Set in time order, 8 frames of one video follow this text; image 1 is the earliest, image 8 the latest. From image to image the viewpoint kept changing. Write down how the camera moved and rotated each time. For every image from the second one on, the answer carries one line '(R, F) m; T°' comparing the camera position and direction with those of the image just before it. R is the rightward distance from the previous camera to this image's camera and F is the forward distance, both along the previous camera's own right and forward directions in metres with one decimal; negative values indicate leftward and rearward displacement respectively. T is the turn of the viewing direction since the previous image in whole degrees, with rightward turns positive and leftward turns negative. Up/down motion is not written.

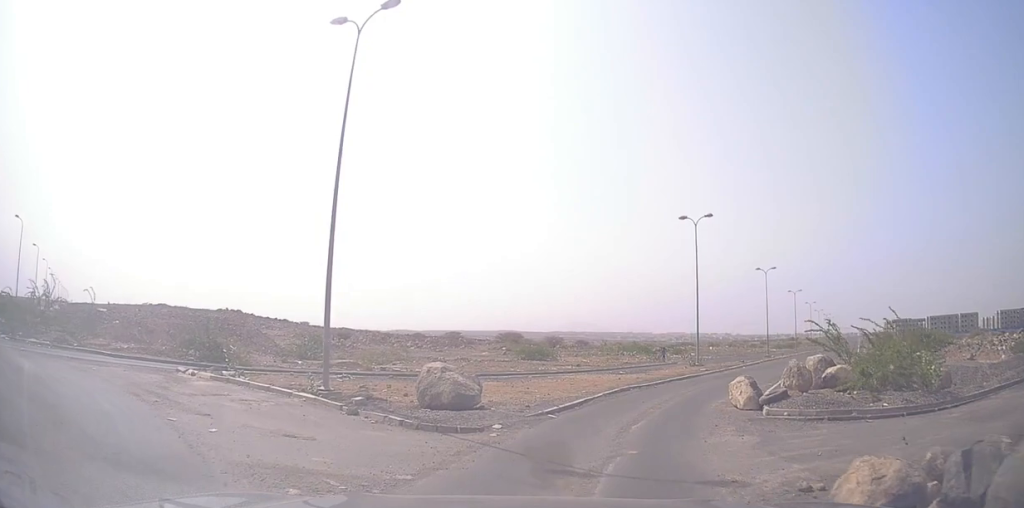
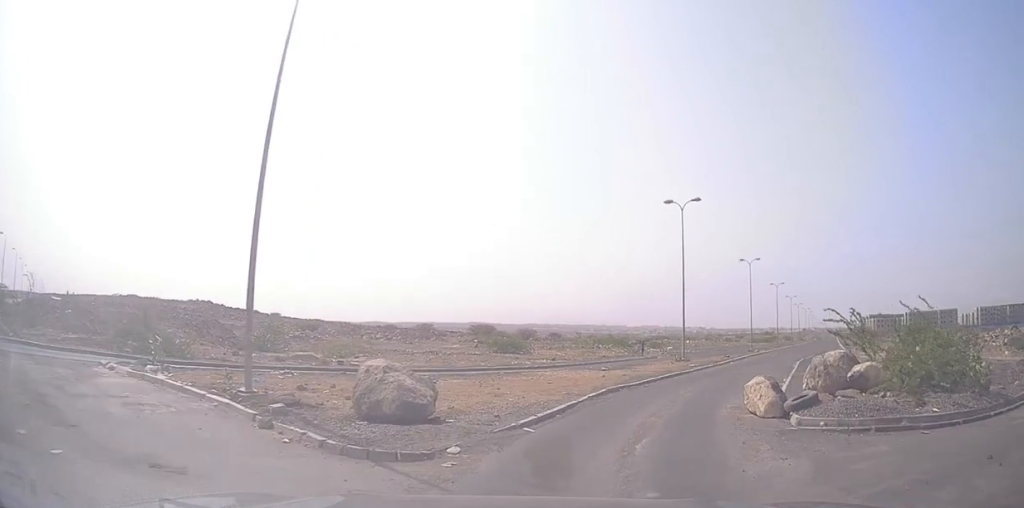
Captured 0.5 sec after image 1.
(-0.3, +2.9) m; -3°
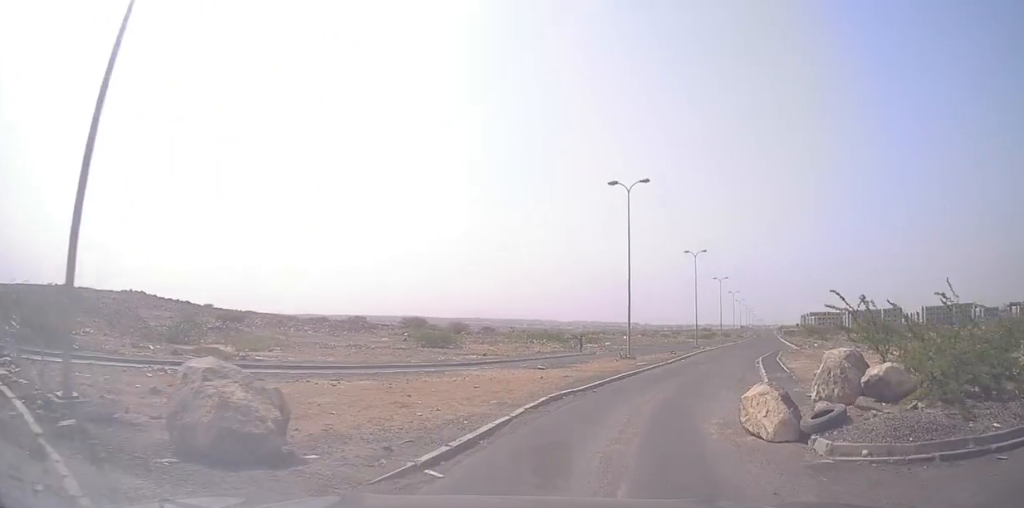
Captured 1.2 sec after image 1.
(+0.2, +3.4) m; +4°
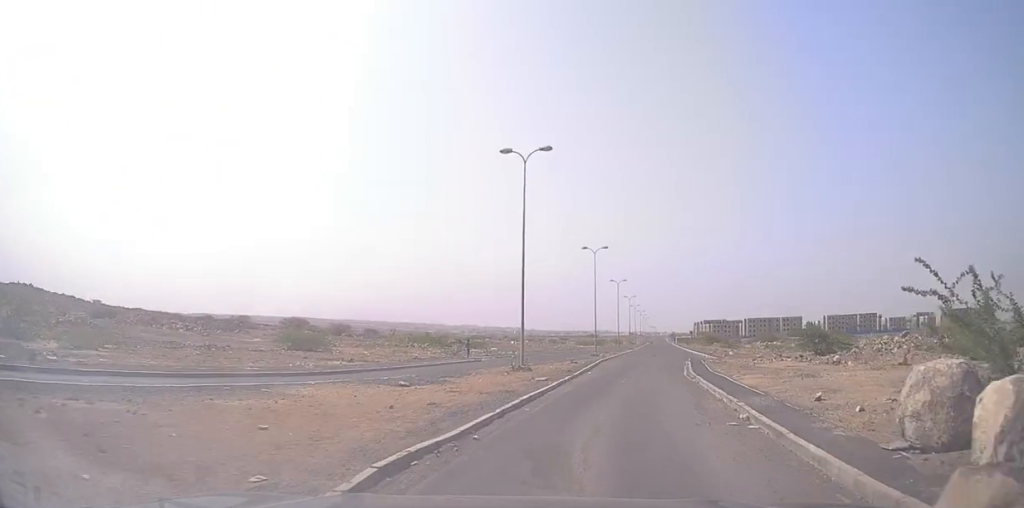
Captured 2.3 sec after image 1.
(+0.4, +6.4) m; +14°
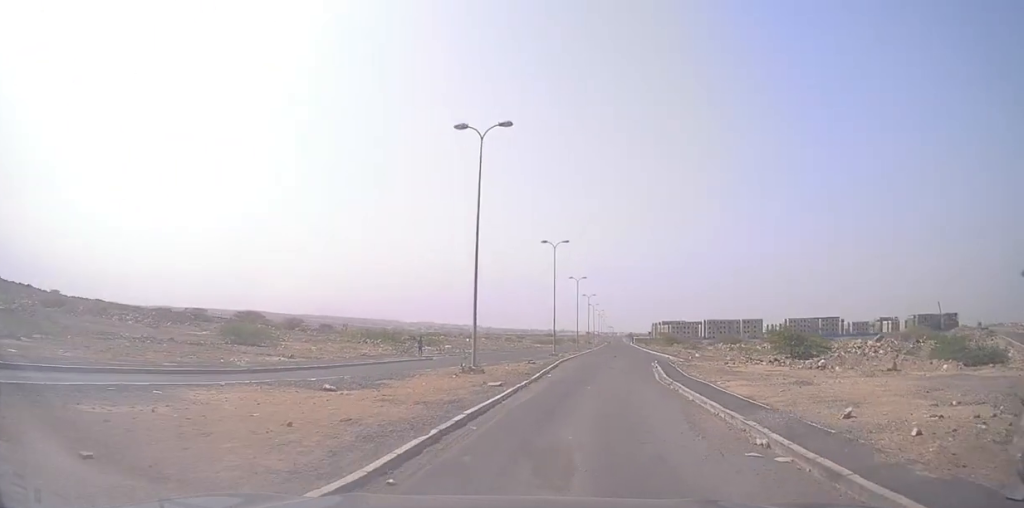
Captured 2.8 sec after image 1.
(+0.3, +2.8) m; +5°
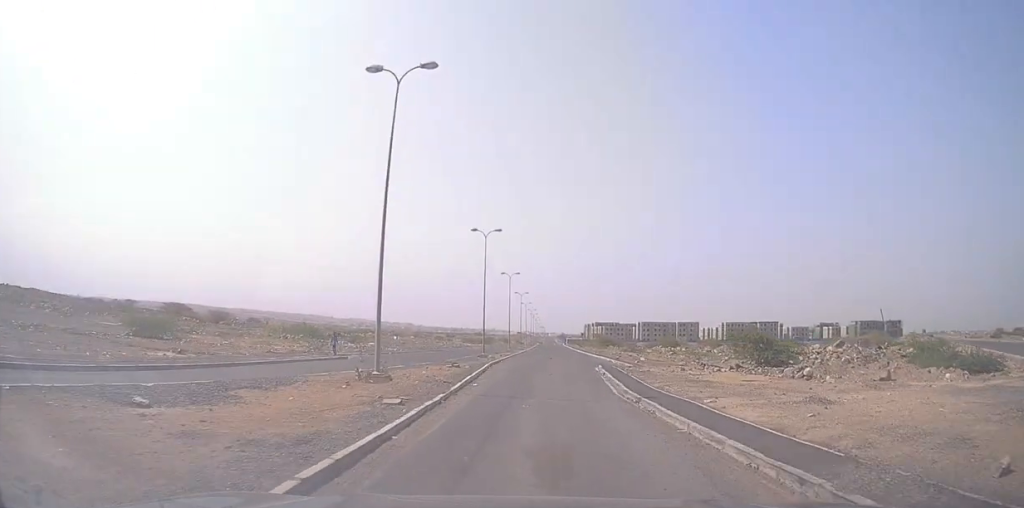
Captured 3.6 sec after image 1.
(+0.6, +5.0) m; +7°
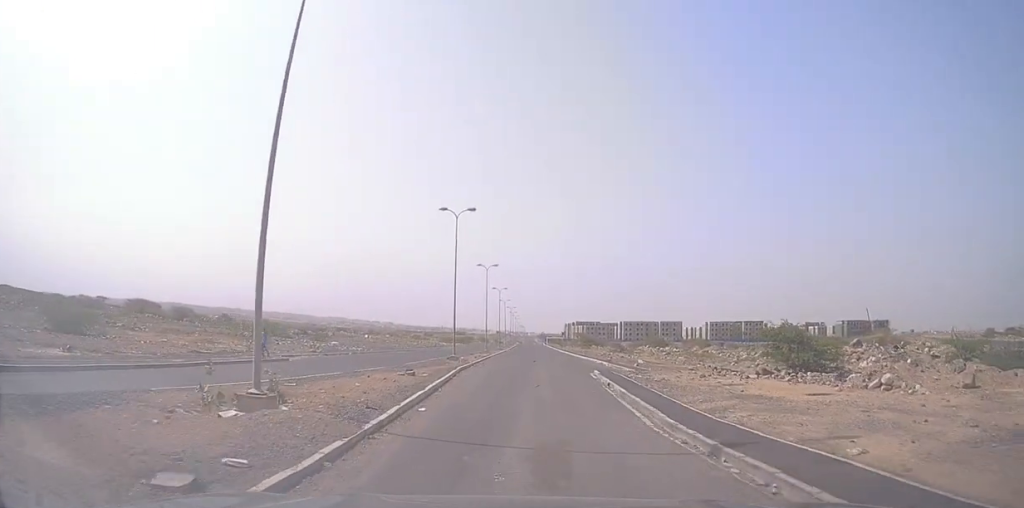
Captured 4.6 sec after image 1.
(0.0, +7.1) m; +1°
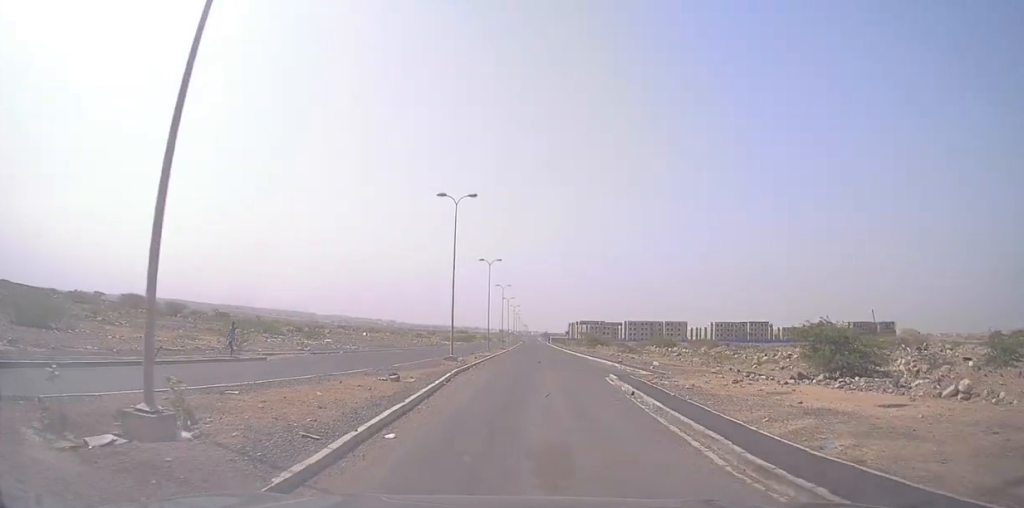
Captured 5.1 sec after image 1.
(0.0, +3.6) m; +2°
